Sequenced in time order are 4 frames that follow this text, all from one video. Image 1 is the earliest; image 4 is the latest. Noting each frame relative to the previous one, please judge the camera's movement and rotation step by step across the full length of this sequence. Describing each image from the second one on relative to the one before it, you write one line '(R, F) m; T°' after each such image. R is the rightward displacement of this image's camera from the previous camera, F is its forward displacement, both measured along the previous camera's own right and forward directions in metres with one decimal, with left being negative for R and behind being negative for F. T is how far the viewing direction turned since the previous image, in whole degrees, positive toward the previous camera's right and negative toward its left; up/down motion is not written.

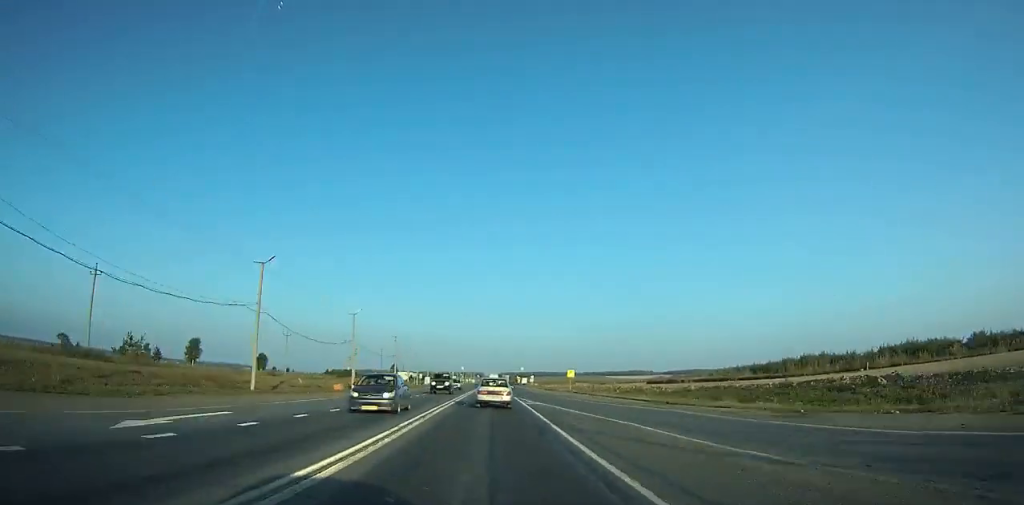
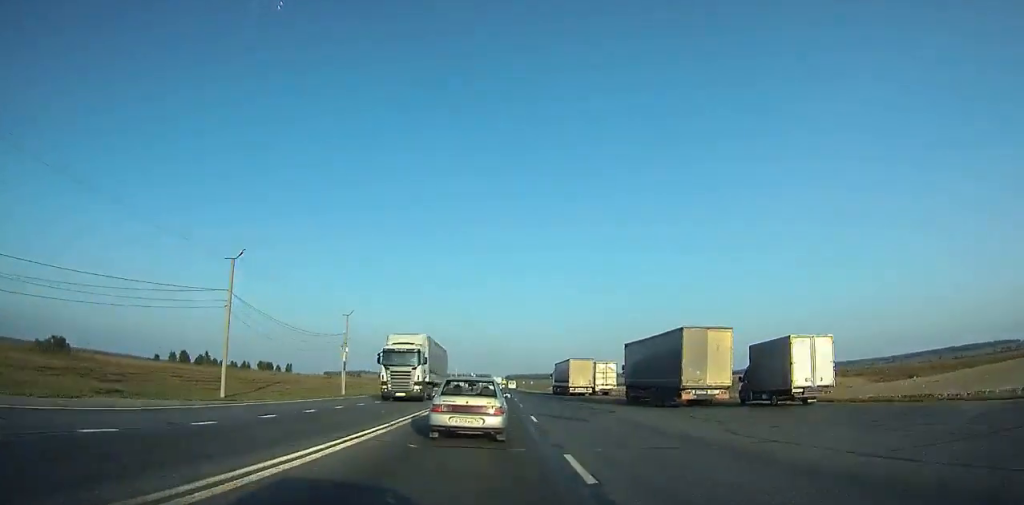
(+3.0, +243.1) m; +1°
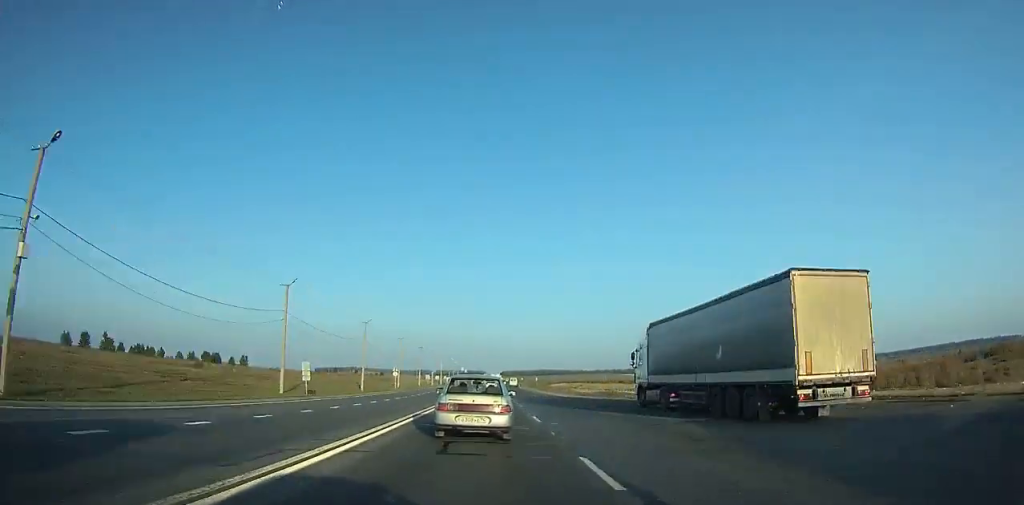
(-0.1, +47.5) m; 0°
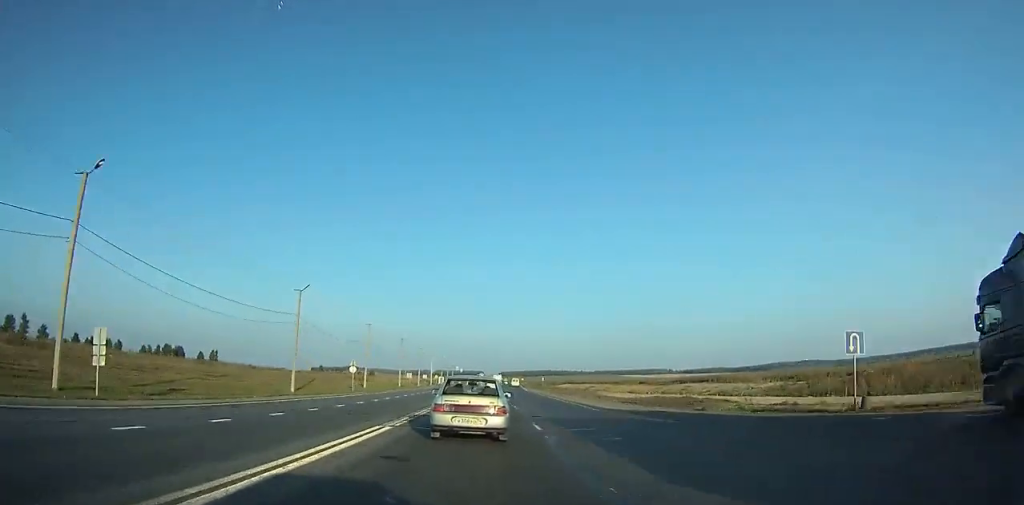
(-0.1, +27.0) m; 0°
